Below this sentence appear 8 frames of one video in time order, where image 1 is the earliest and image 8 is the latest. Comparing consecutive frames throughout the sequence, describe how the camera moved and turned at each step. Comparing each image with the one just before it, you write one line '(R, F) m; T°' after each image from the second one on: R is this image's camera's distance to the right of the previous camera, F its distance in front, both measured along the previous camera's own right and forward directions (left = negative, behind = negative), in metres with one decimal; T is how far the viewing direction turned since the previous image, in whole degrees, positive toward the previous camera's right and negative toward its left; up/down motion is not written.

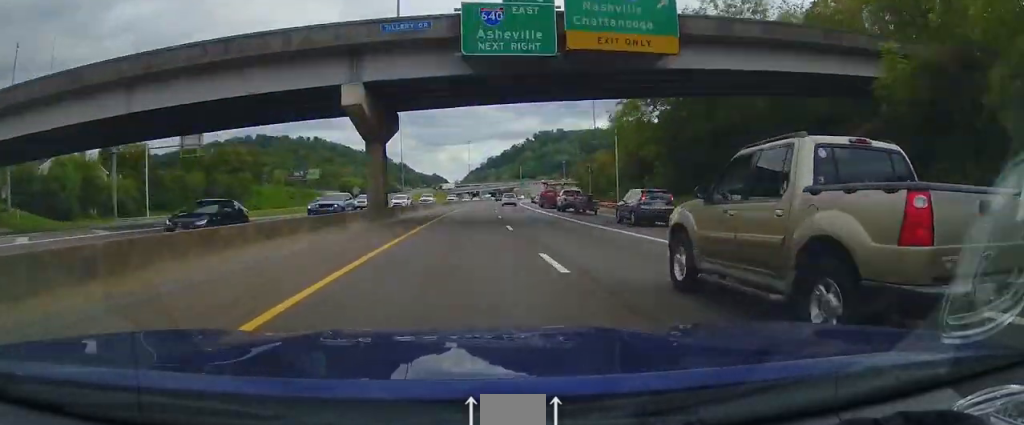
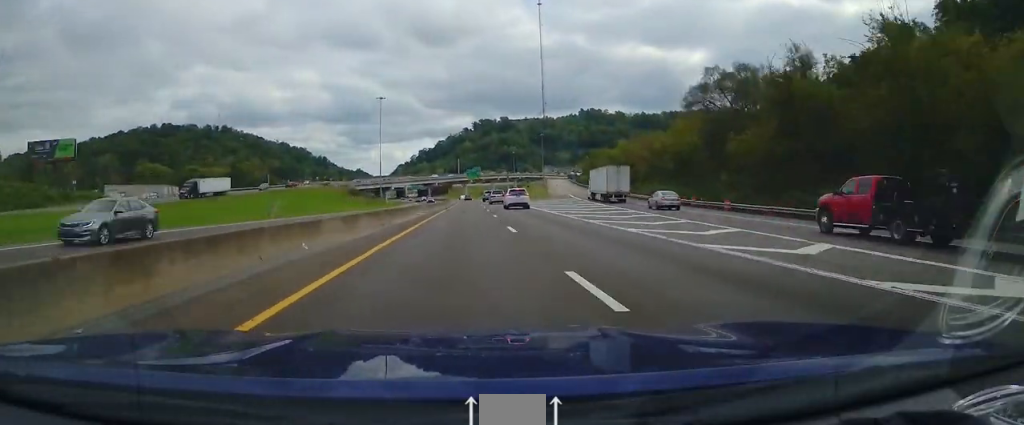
(+6.4, +144.2) m; +3°
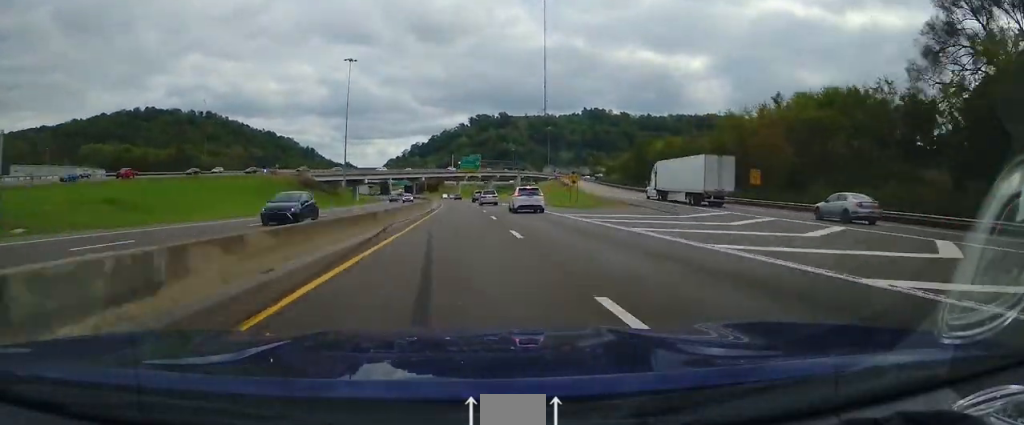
(+1.4, +50.2) m; -1°
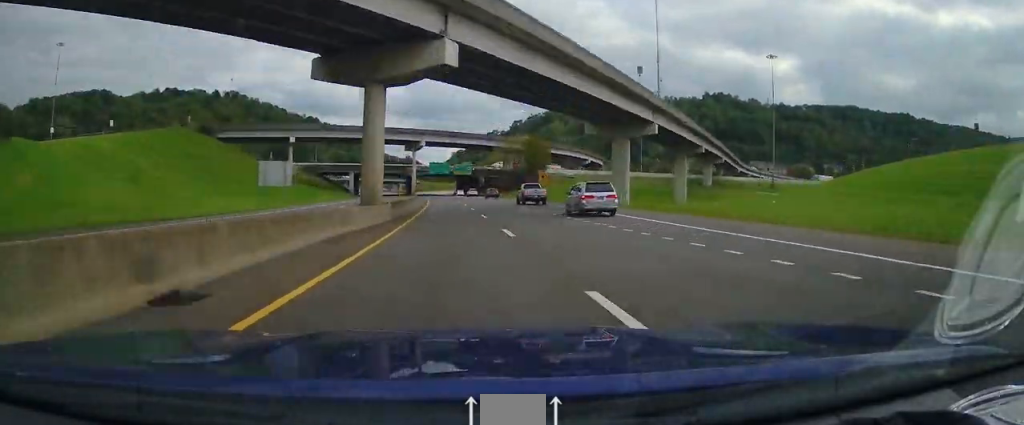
(-12.3, +191.5) m; -9°
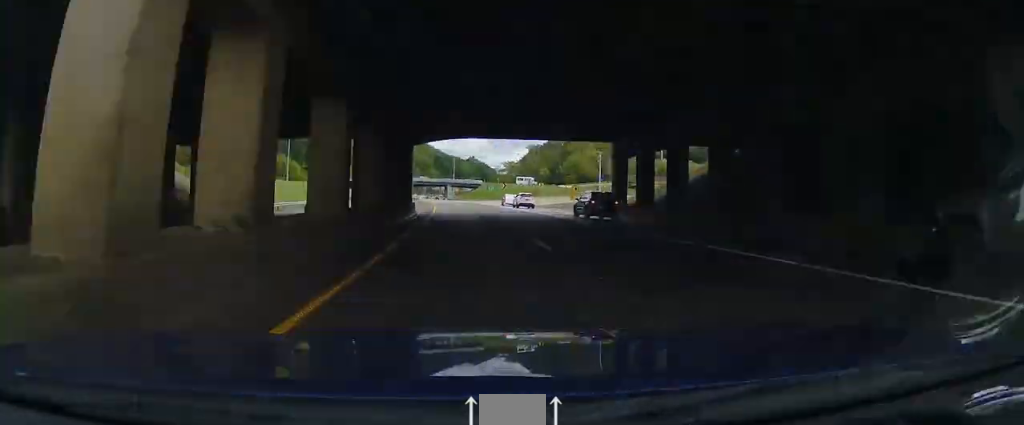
(-8.5, +135.5) m; -6°
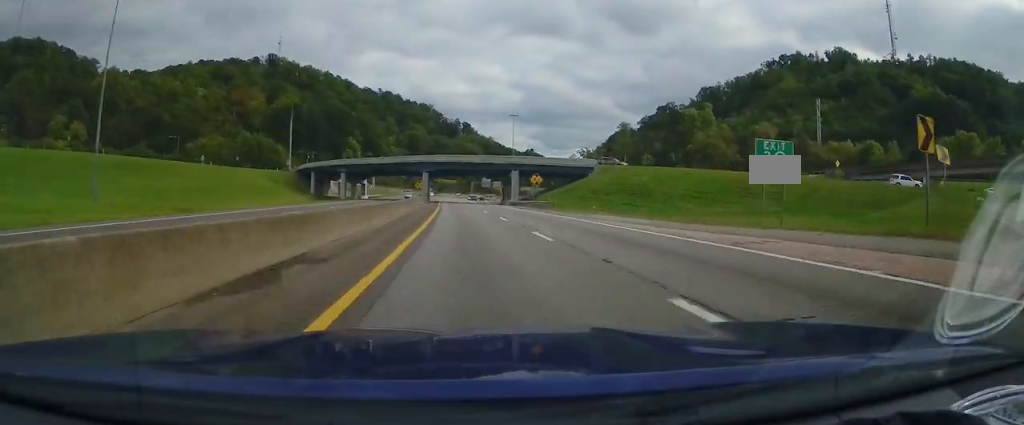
(-4.0, +106.1) m; -3°
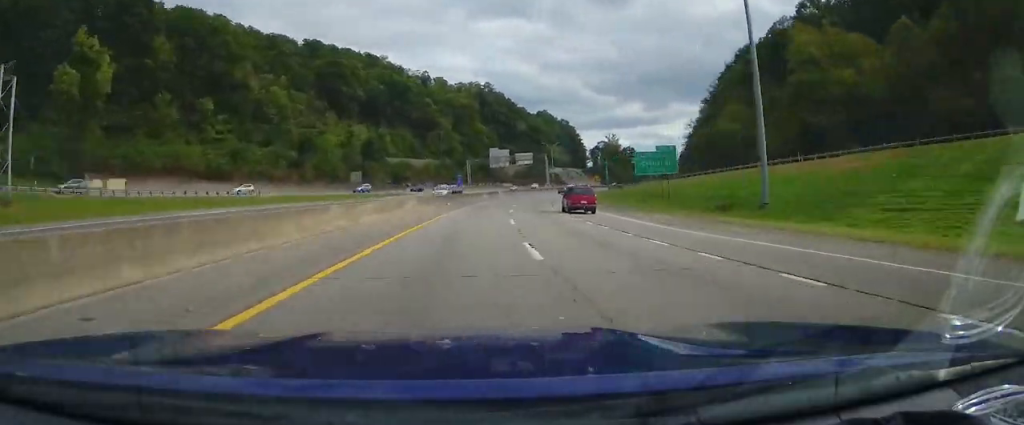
(+4.1, +199.9) m; +12°
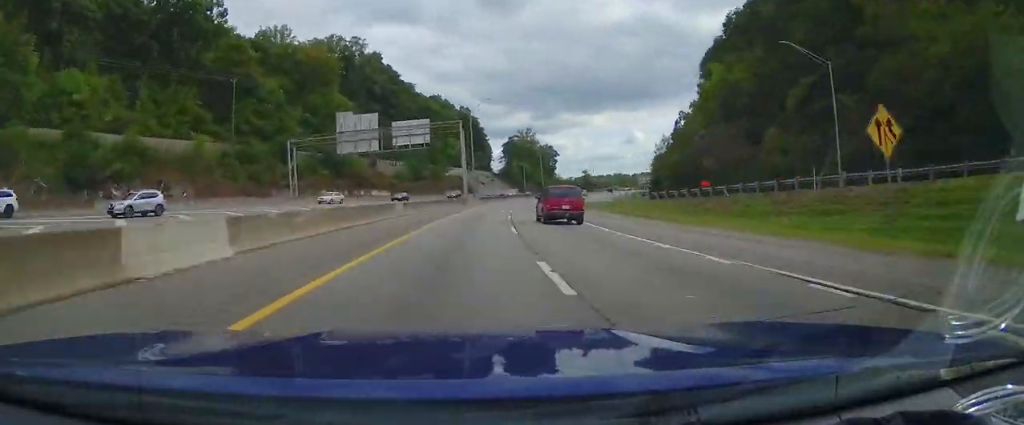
(+11.2, +91.4) m; +12°
